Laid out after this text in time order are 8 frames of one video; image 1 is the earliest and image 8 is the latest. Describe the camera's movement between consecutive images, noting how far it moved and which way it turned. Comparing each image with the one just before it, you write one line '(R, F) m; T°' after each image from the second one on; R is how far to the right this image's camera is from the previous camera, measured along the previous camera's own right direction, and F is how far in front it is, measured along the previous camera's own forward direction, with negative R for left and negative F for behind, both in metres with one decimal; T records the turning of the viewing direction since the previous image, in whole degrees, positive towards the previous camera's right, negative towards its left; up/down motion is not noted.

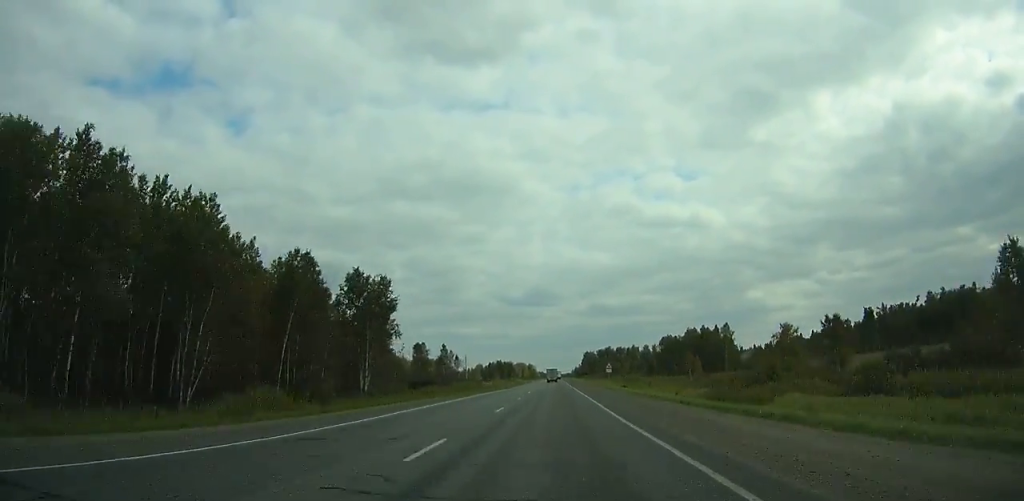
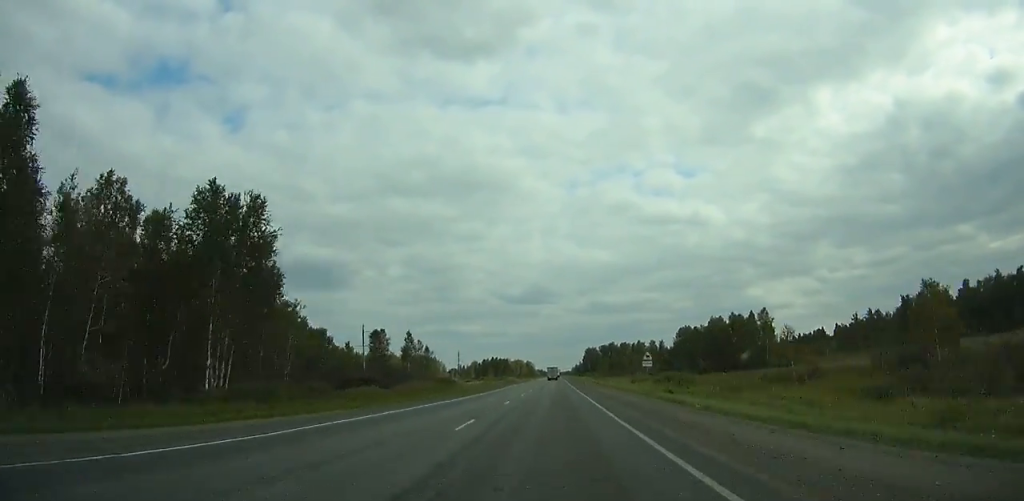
(0.0, +31.3) m; 0°
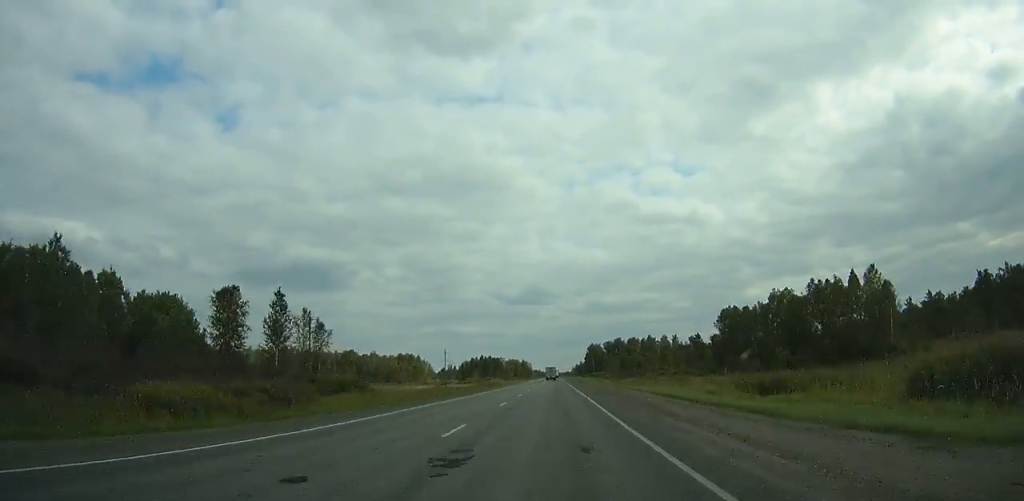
(+0.3, +49.3) m; 0°
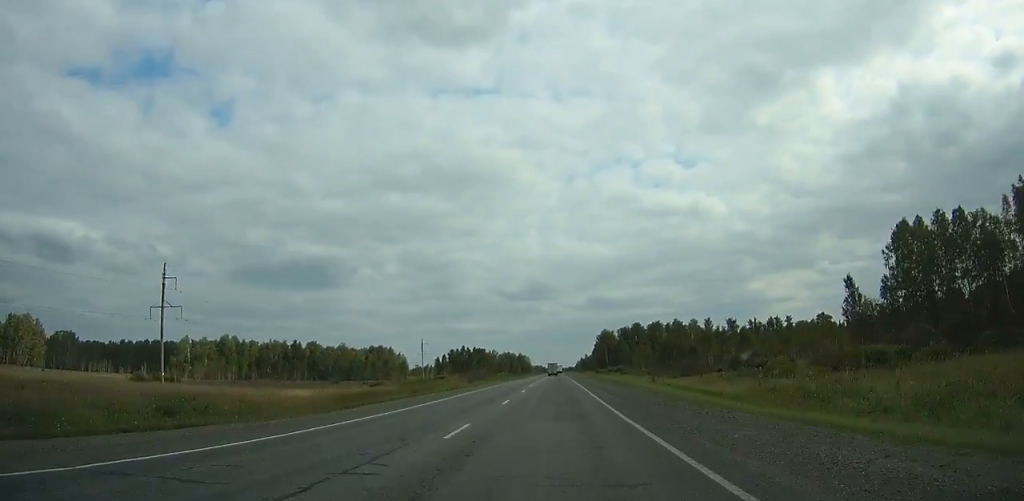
(-0.2, +72.2) m; 0°
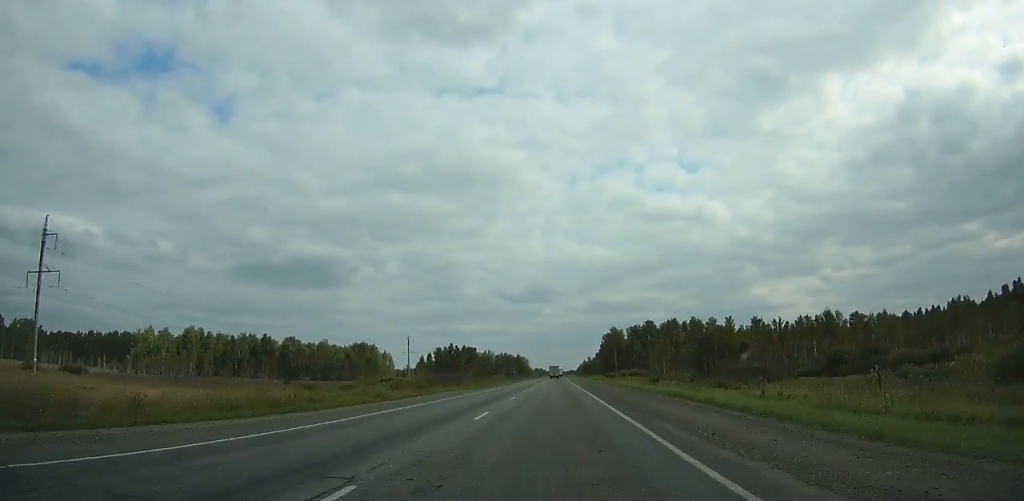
(+0.1, +31.9) m; 0°
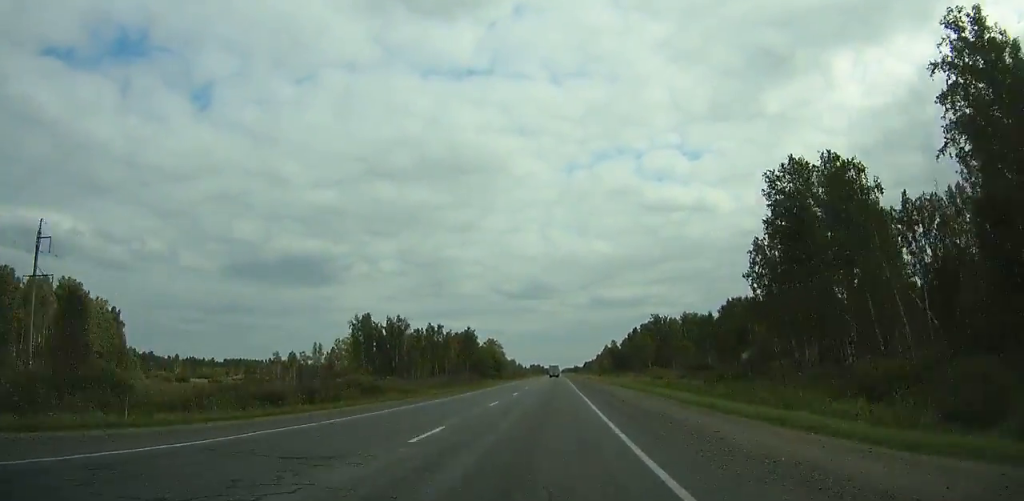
(+1.1, +220.7) m; 0°
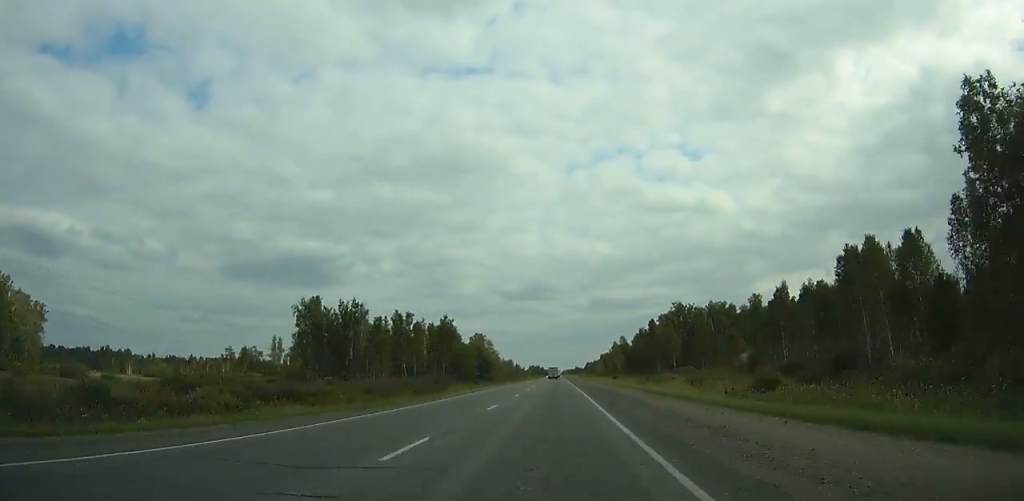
(0.0, +37.9) m; 0°
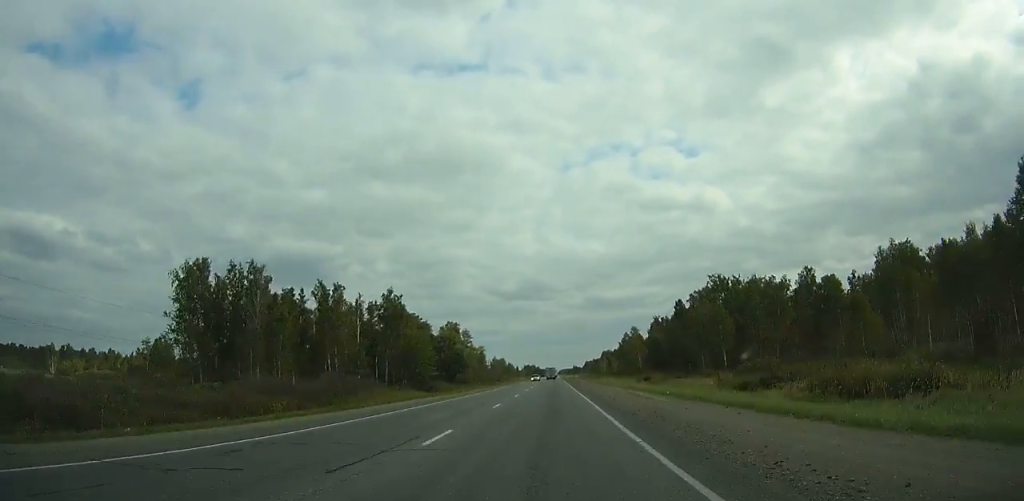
(0.0, +45.4) m; 0°
